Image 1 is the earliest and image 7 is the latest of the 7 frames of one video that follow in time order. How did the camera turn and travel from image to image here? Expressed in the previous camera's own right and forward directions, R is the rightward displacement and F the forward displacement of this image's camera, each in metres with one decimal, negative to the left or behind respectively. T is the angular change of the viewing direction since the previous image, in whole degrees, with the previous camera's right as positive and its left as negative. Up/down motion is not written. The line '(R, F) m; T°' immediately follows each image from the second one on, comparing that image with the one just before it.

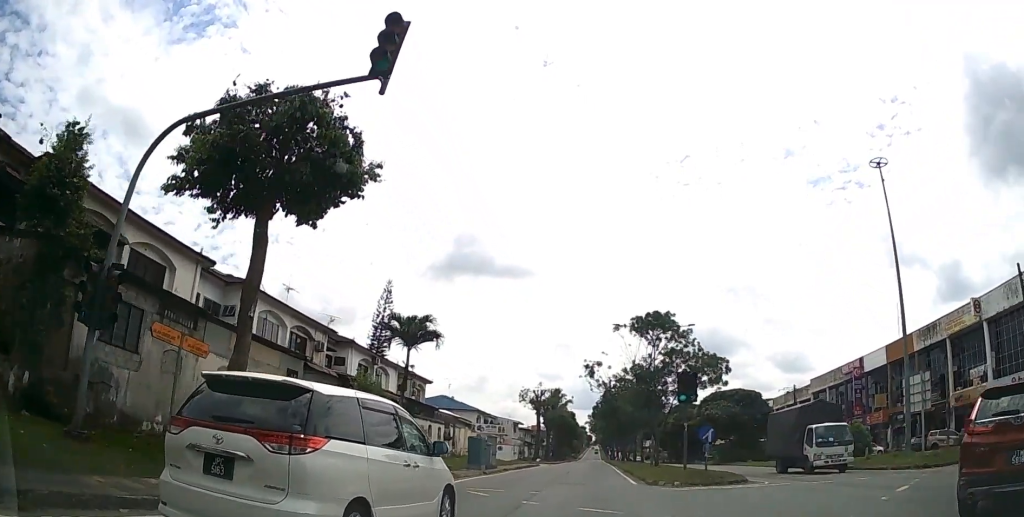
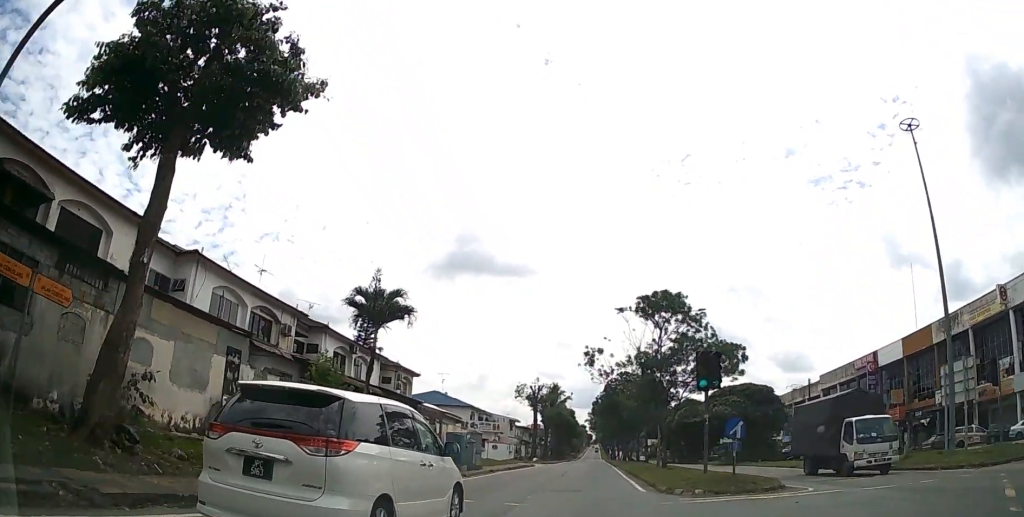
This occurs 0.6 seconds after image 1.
(0.0, +4.4) m; +2°
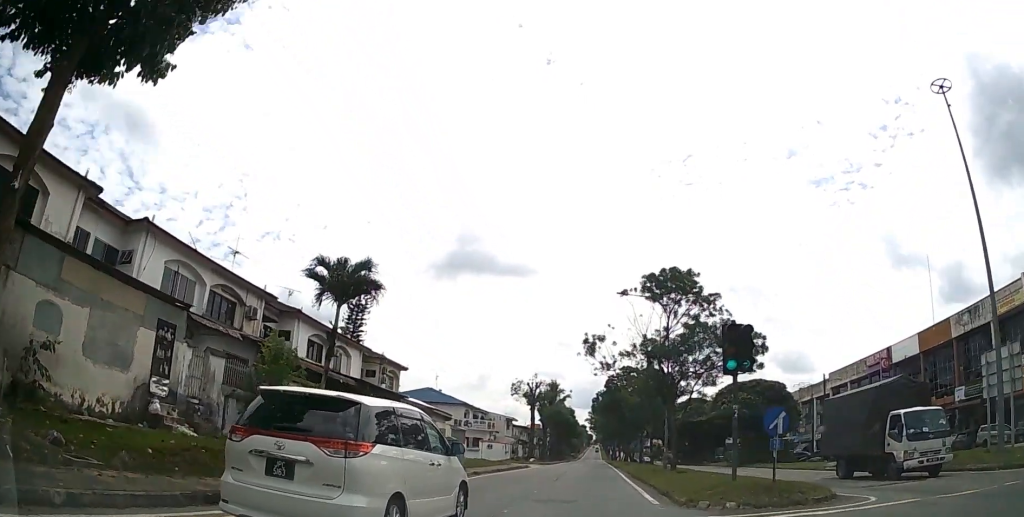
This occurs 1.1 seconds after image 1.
(+0.1, +3.8) m; 0°
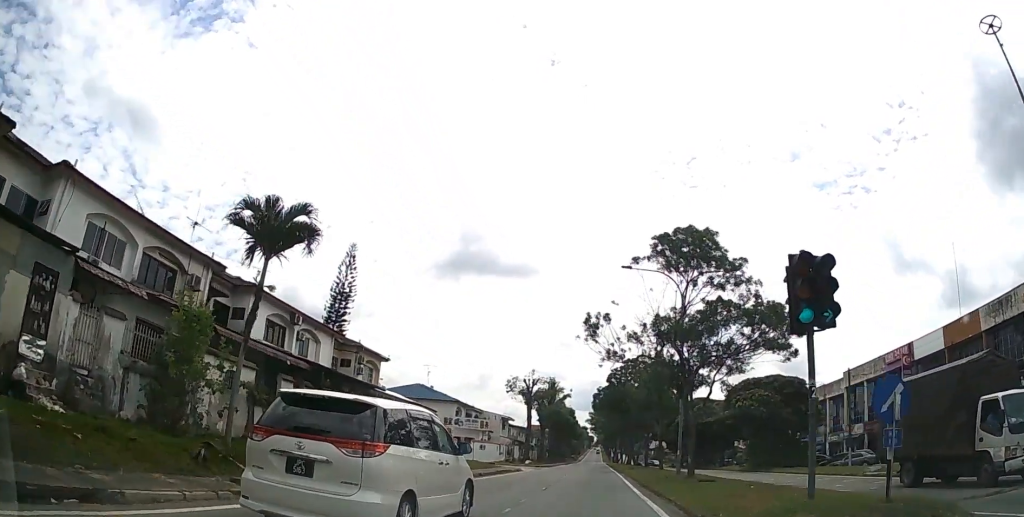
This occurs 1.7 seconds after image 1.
(+0.1, +5.1) m; -1°
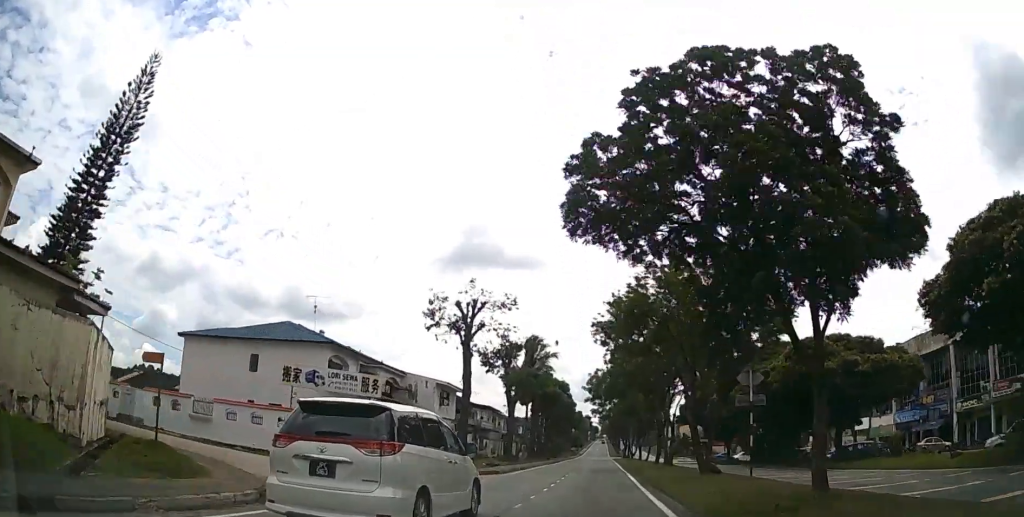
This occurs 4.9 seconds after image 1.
(-1.5, +34.8) m; -3°
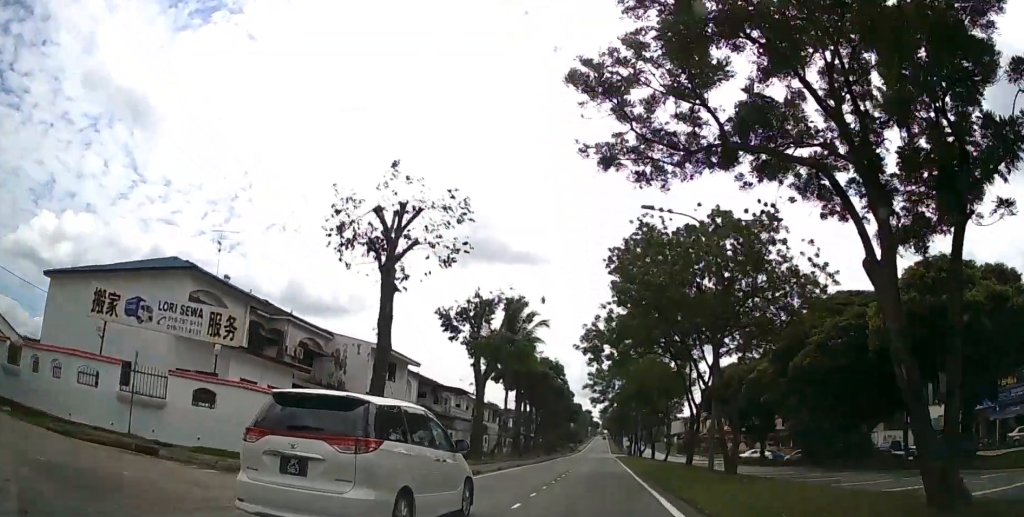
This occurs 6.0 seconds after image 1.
(-0.1, +14.5) m; 0°
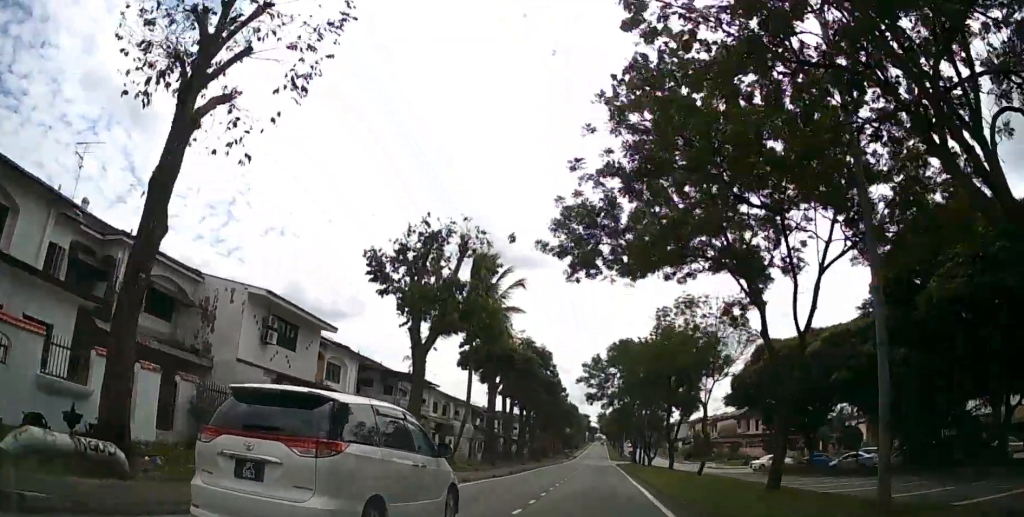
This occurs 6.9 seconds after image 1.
(0.0, +13.3) m; 0°
